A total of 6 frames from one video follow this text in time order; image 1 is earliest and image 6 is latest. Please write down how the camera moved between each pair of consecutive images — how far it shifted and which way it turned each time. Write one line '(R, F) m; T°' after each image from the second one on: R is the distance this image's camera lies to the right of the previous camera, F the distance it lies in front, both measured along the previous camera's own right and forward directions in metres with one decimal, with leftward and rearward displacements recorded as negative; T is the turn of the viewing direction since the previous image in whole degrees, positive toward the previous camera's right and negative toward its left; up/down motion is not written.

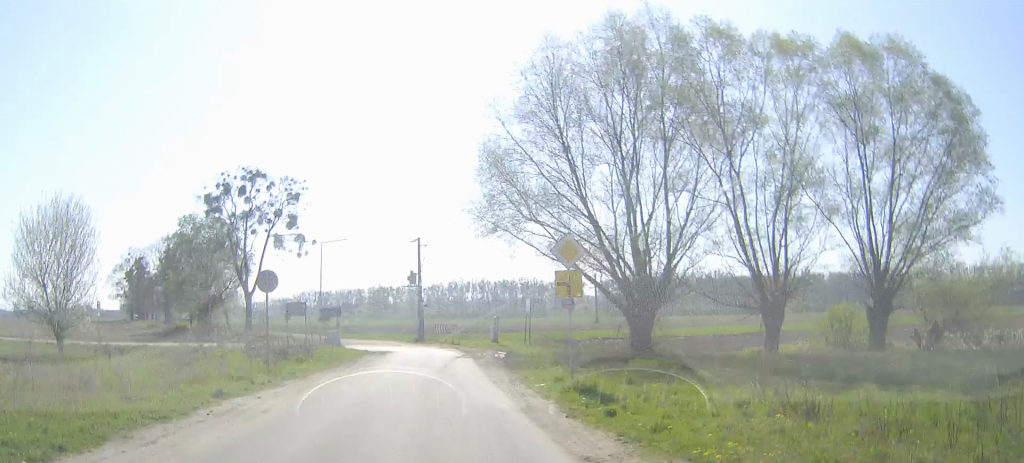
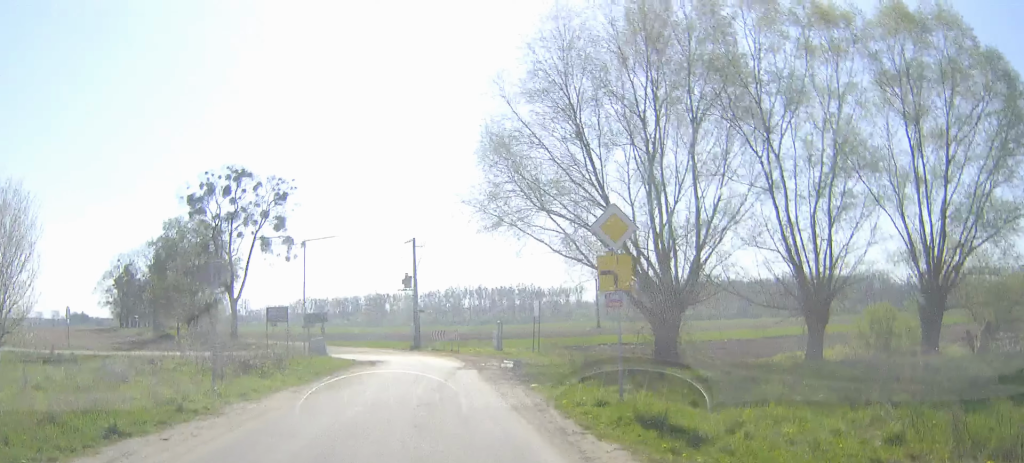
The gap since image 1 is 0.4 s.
(0.0, +5.5) m; 0°
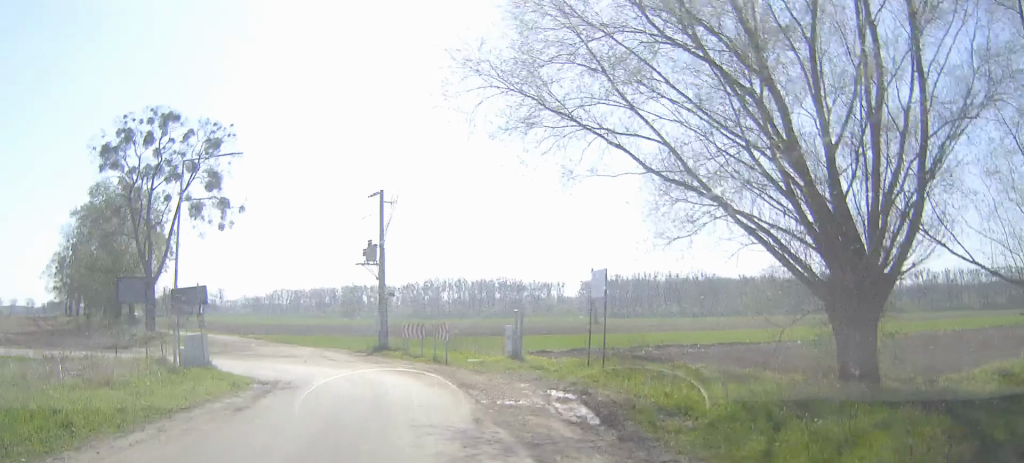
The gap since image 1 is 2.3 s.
(+0.3, +20.4) m; +1°
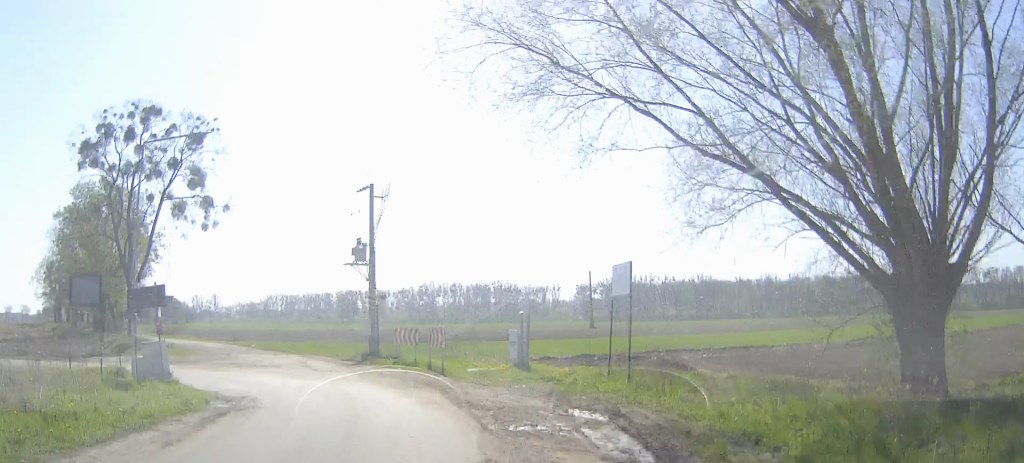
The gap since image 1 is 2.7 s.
(0.0, +3.5) m; 0°
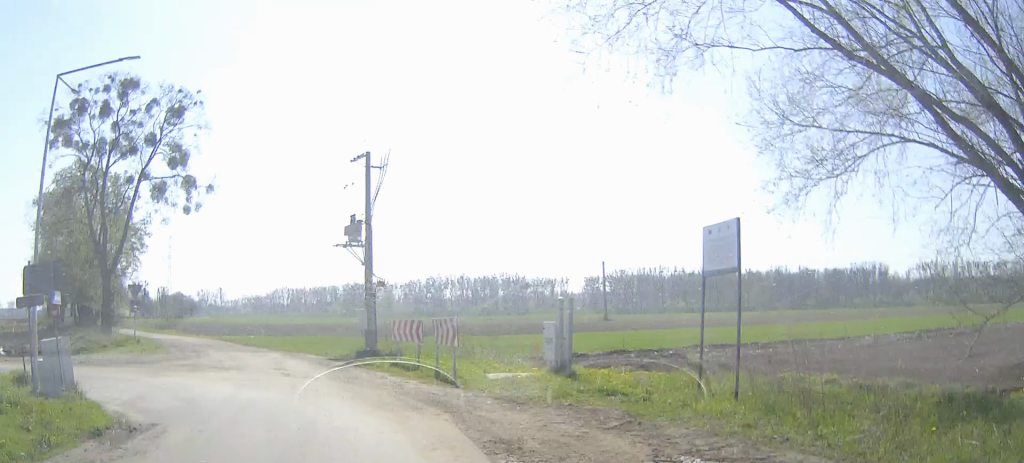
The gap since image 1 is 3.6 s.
(0.0, +7.3) m; -1°
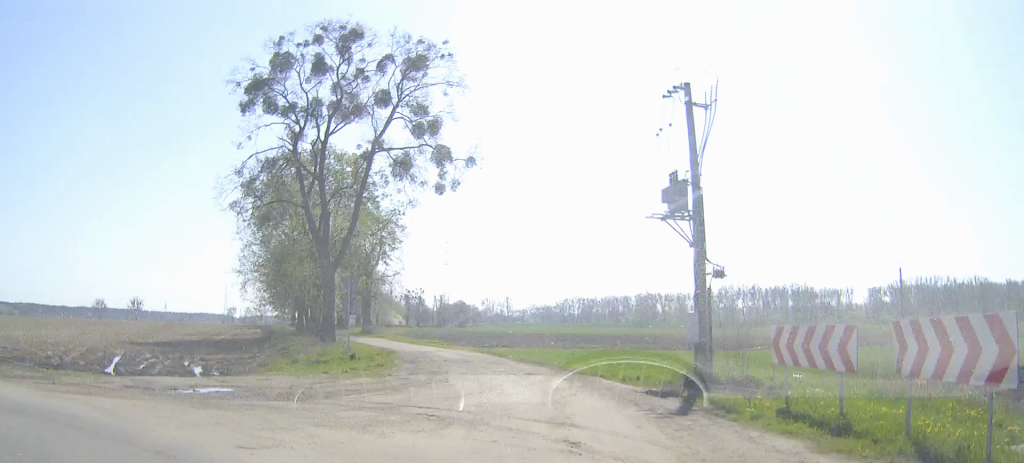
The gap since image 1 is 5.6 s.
(-1.5, +11.6) m; -27°
